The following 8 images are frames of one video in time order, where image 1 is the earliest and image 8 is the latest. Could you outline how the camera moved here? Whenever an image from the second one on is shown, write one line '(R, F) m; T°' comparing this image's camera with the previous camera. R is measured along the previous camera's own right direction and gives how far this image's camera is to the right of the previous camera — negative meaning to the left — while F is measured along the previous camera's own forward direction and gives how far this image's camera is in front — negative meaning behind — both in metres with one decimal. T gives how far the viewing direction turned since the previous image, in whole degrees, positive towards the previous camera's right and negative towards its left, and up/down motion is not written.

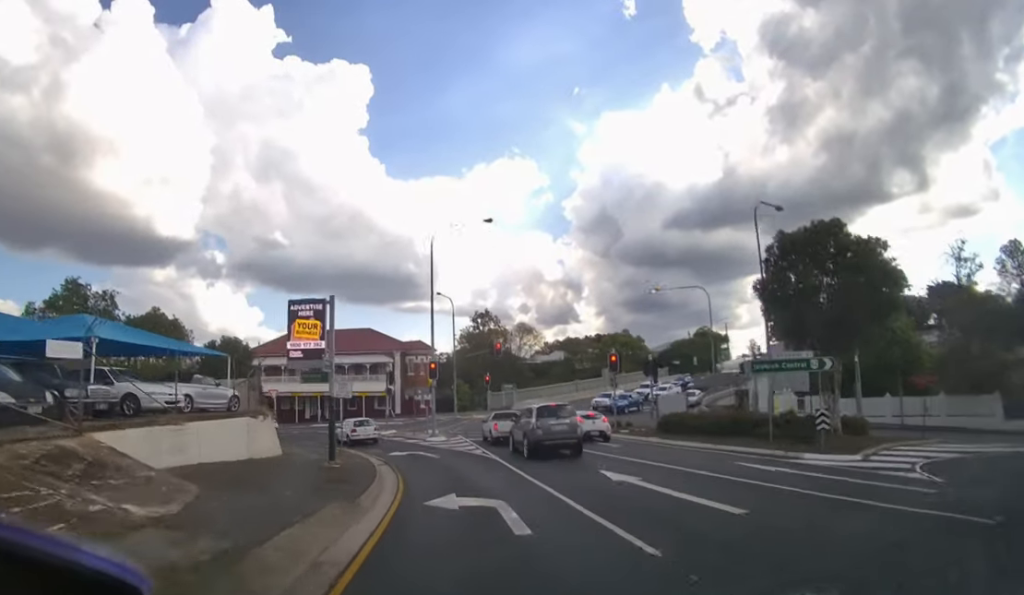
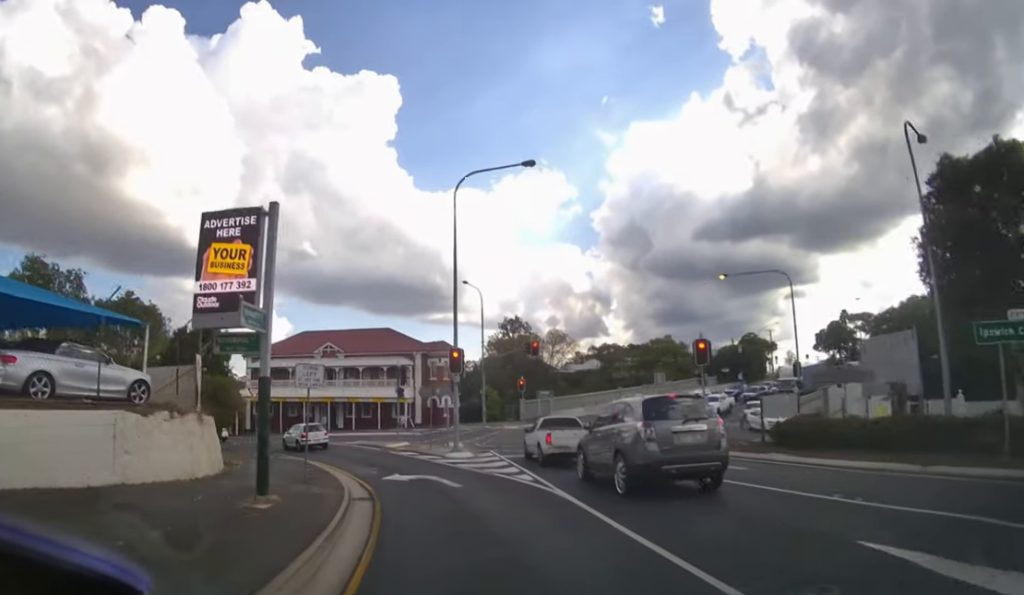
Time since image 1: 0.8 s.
(-0.2, +8.1) m; -3°
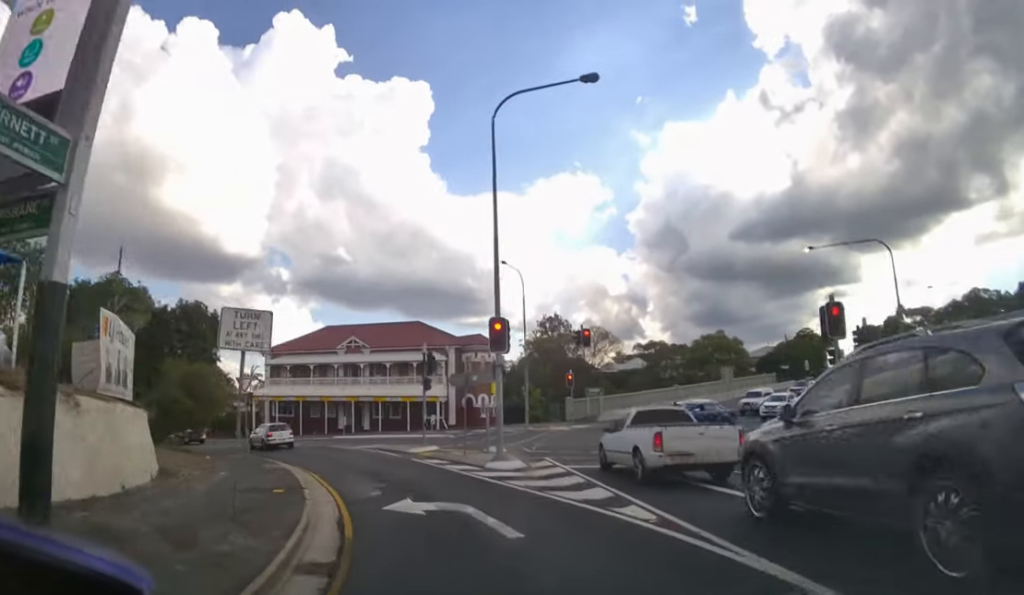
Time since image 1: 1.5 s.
(-0.2, +5.6) m; -3°
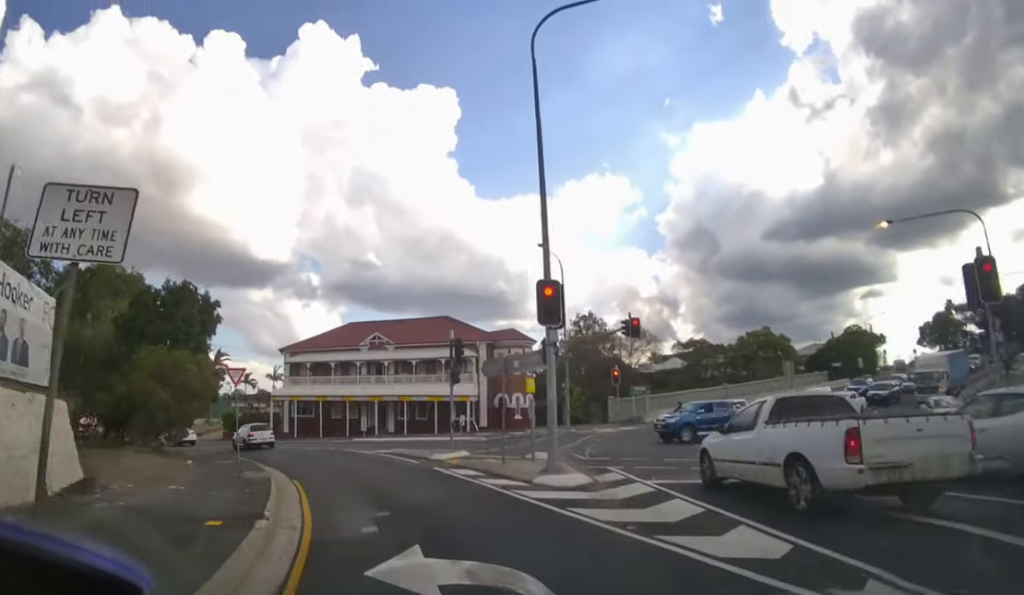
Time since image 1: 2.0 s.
(0.0, +4.1) m; -3°
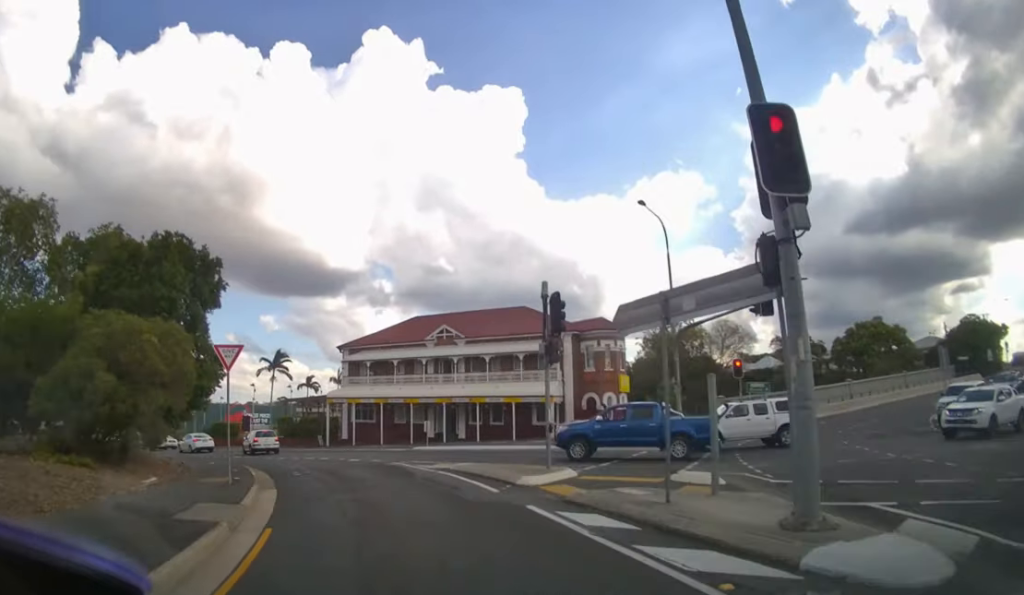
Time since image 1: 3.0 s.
(-0.3, +5.8) m; -8°
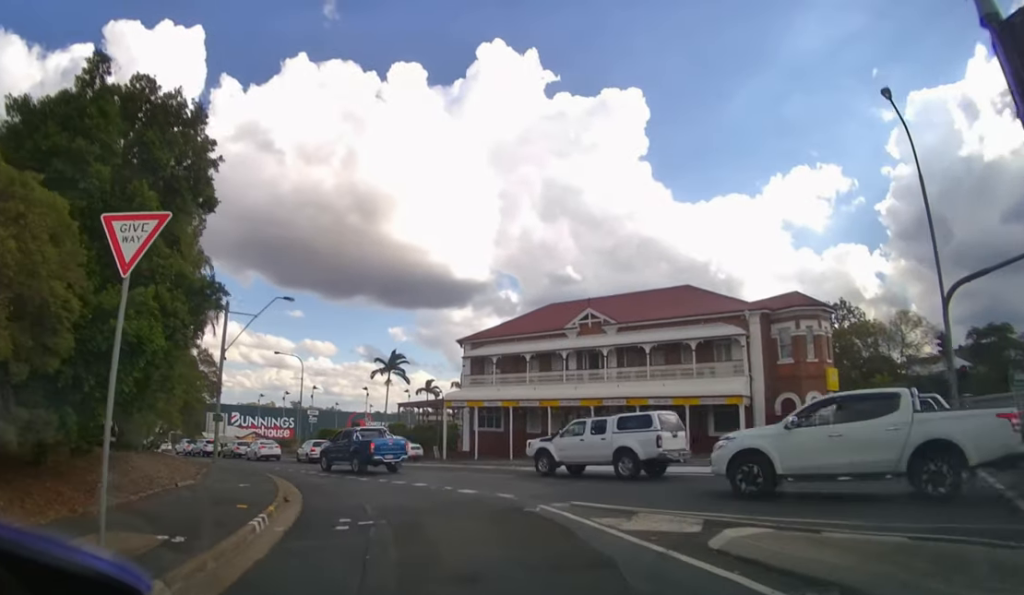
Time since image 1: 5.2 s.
(-1.3, +7.3) m; -14°
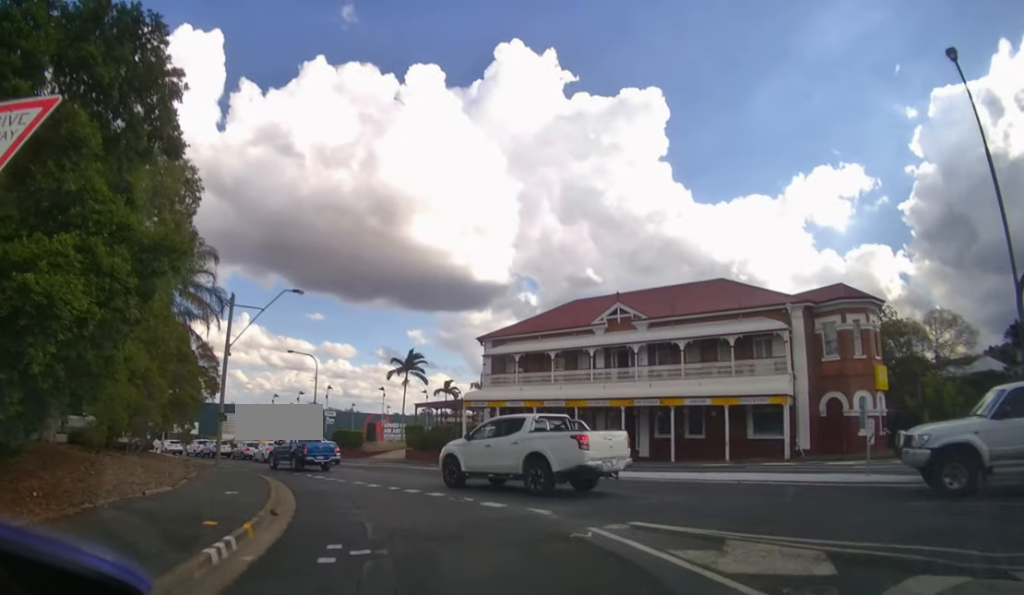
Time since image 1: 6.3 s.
(0.0, +2.1) m; -1°
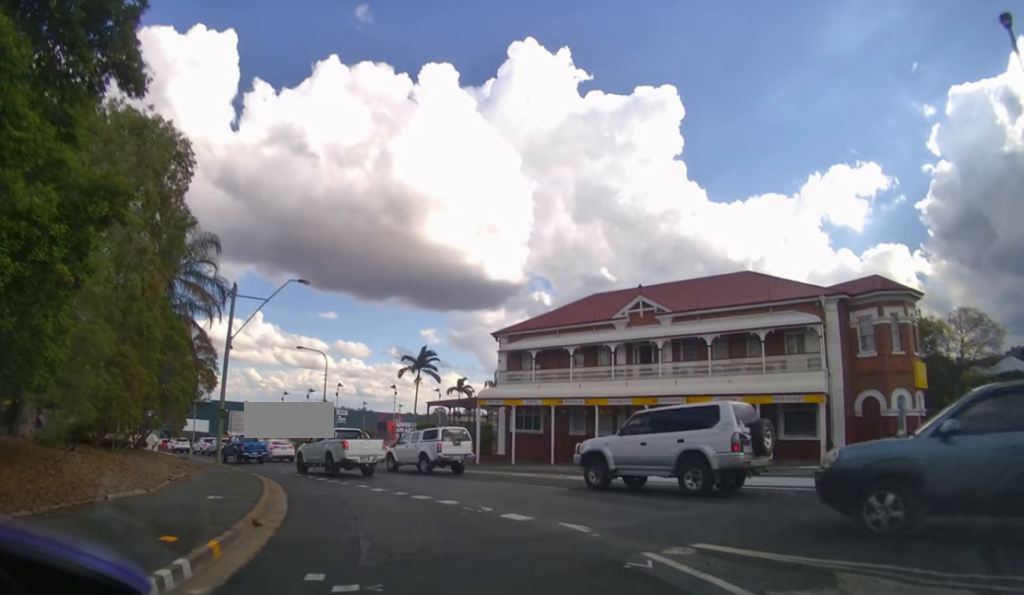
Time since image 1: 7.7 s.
(+0.1, +1.7) m; 0°
